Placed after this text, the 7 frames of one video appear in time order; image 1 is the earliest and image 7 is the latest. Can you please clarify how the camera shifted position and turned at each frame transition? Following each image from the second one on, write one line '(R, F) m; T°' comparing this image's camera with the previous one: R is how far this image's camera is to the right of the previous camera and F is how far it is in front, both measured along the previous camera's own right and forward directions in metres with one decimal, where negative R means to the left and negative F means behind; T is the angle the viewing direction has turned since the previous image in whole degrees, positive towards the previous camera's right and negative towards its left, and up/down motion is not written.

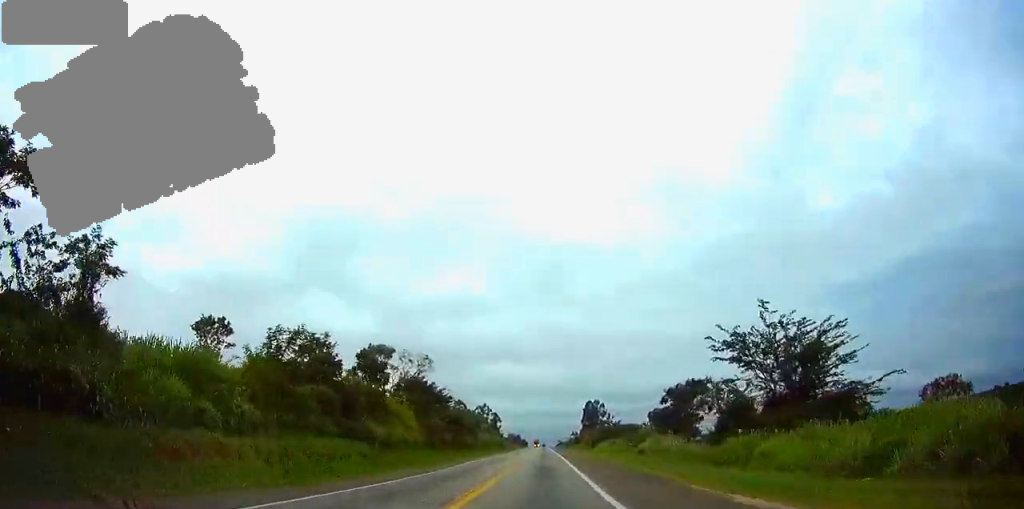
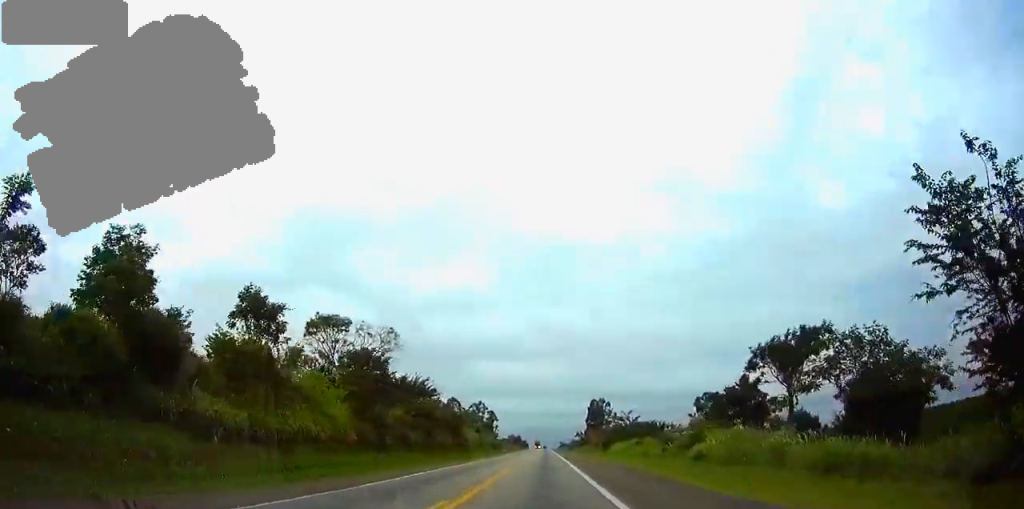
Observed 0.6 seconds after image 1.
(0.0, +21.7) m; 0°
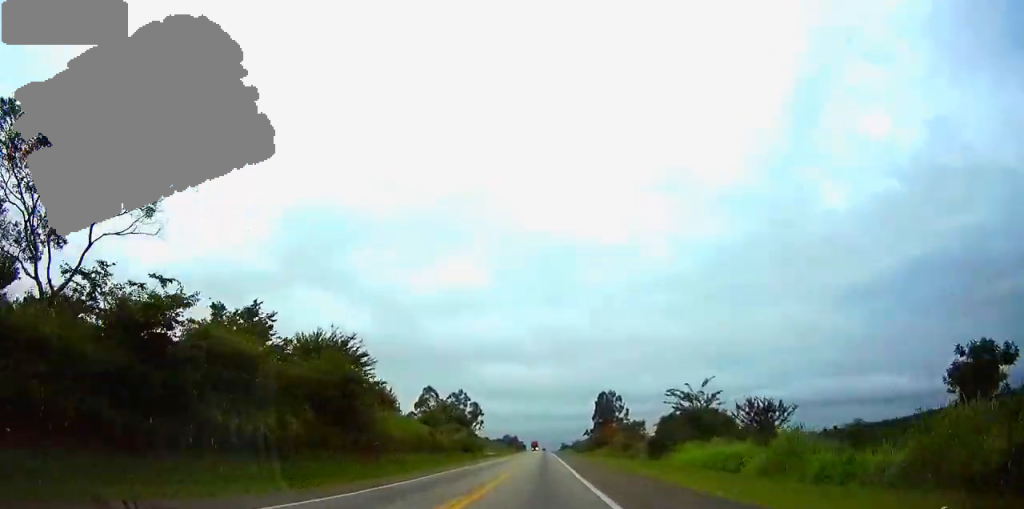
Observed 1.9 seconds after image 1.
(0.0, +46.8) m; 0°
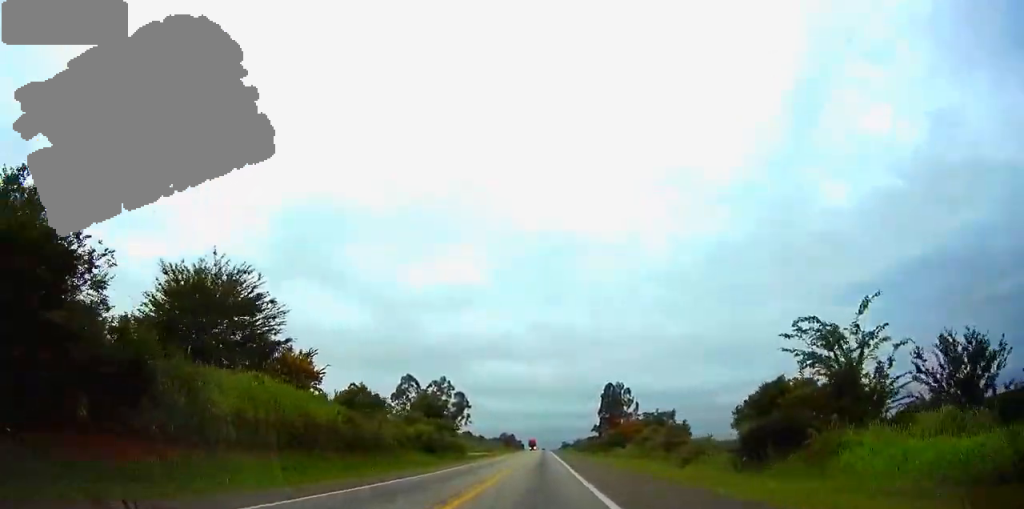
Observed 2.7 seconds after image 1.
(0.0, +27.4) m; 0°
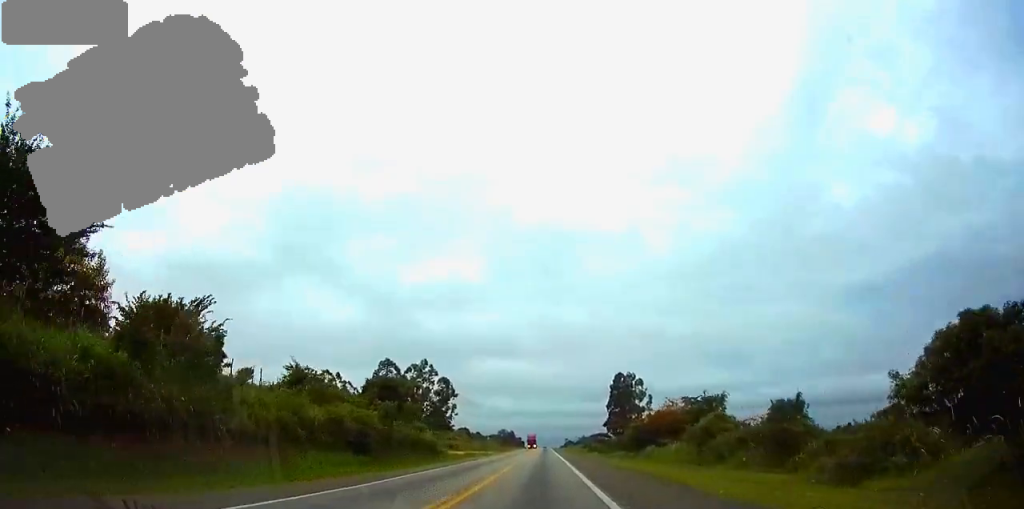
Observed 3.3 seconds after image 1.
(+0.1, +23.8) m; 0°
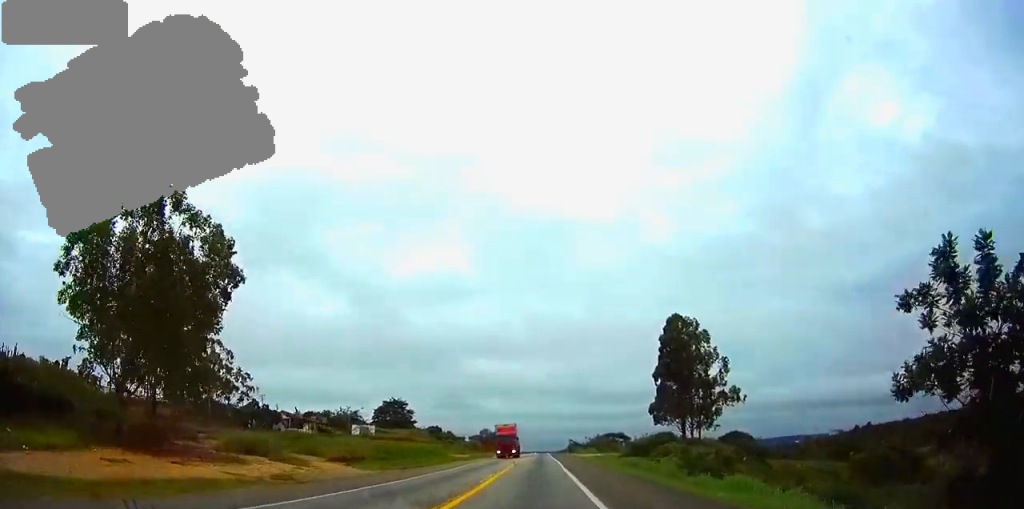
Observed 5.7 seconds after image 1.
(+0.1, +84.4) m; 0°
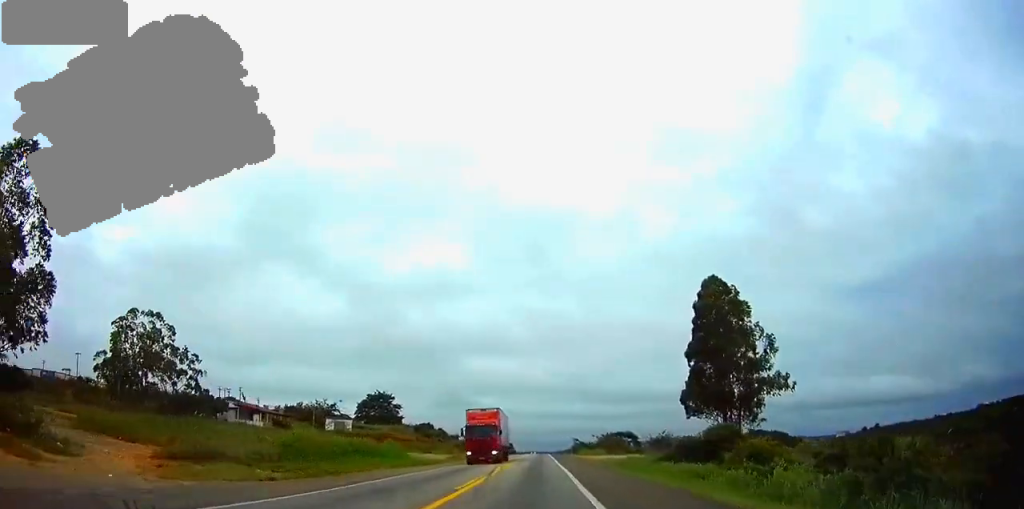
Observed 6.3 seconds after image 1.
(+0.1, +22.6) m; 0°
